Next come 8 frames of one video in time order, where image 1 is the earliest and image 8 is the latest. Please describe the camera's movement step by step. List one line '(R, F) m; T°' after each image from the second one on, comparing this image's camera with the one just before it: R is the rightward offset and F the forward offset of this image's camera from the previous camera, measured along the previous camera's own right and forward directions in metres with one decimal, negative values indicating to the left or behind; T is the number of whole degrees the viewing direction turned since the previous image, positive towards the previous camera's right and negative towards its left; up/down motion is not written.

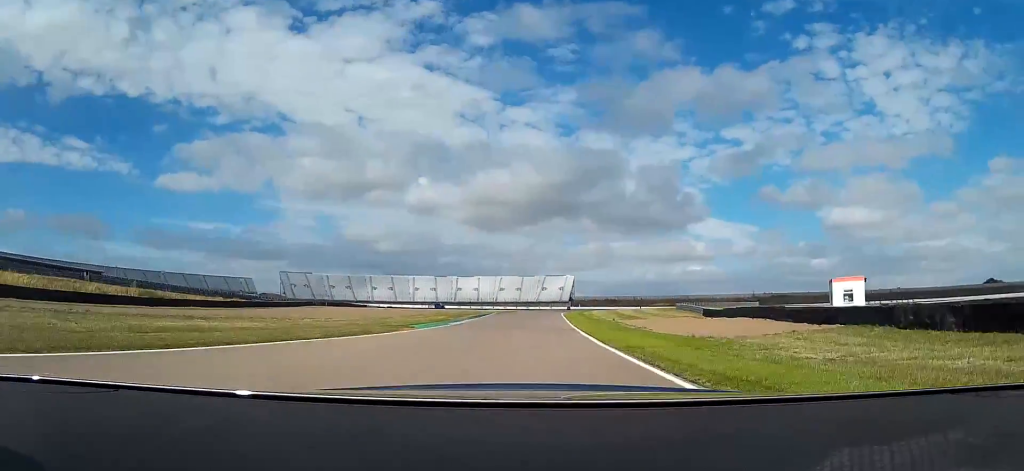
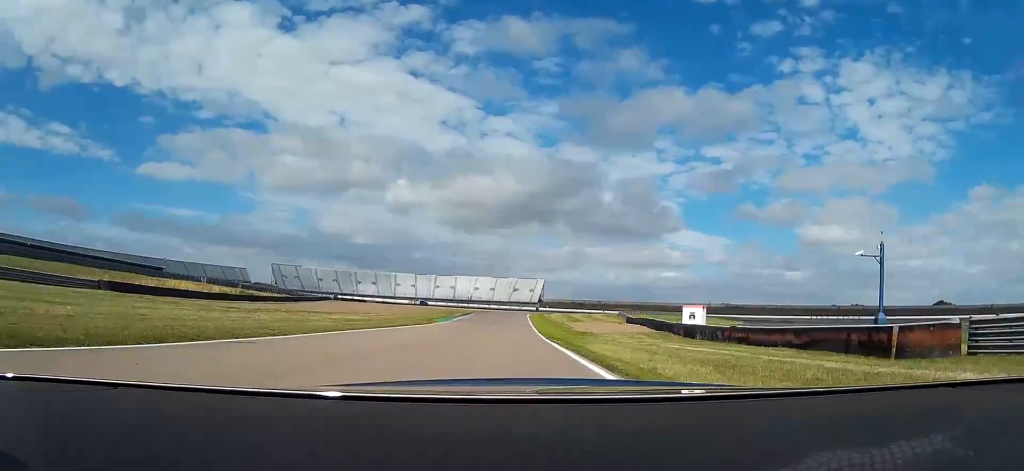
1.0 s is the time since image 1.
(+0.8, +34.6) m; +2°
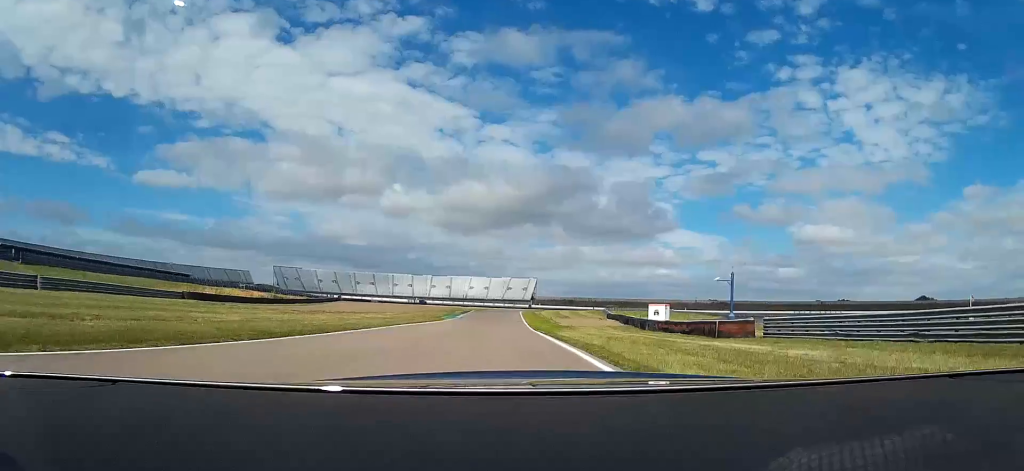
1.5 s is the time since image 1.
(+0.2, +17.3) m; +1°
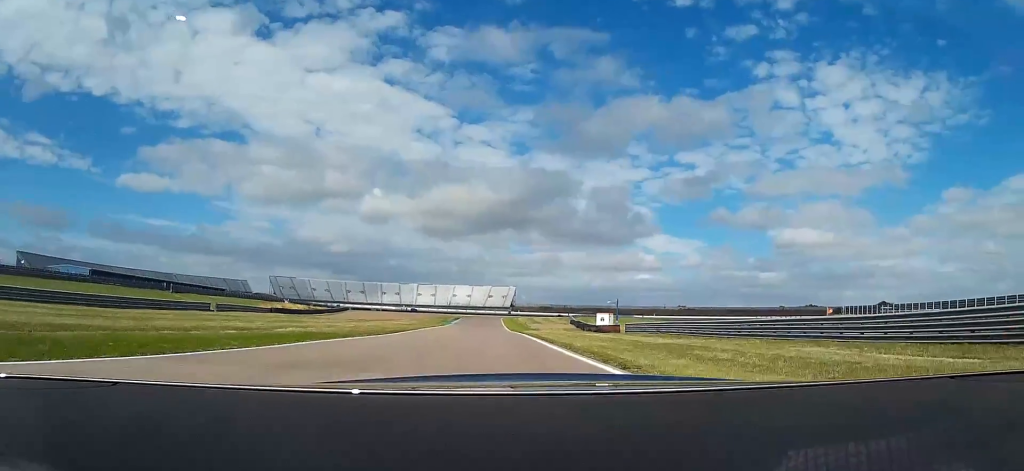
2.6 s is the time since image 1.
(+0.6, +35.7) m; +3°
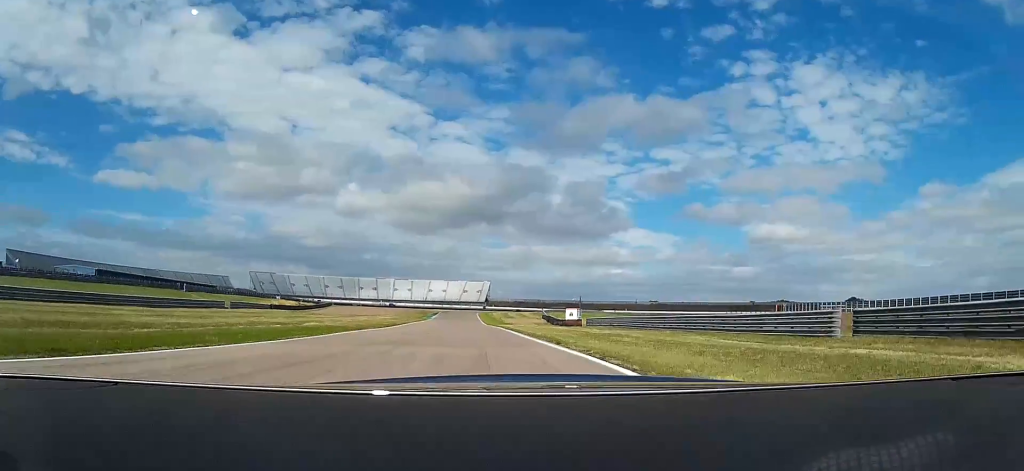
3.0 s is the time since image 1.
(+0.3, +11.7) m; +2°
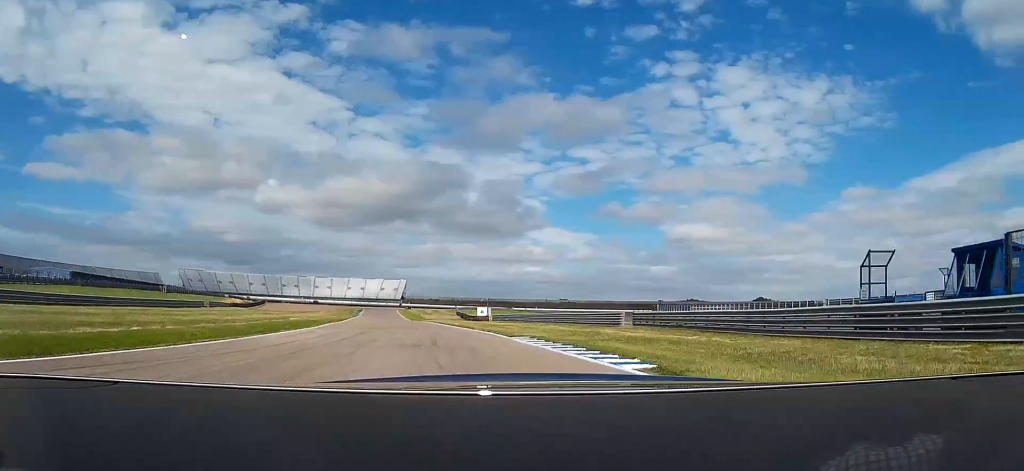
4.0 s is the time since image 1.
(+0.9, +23.2) m; +8°
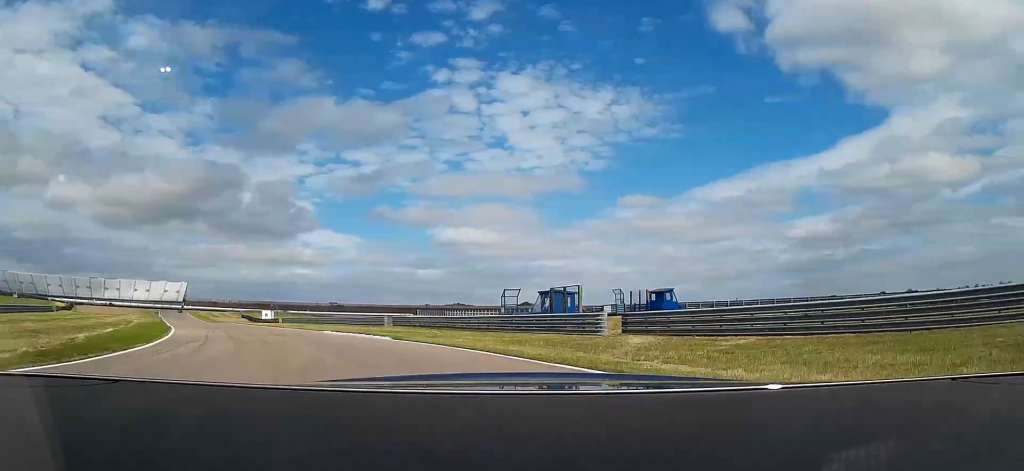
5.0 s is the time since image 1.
(+2.3, +22.0) m; +15°
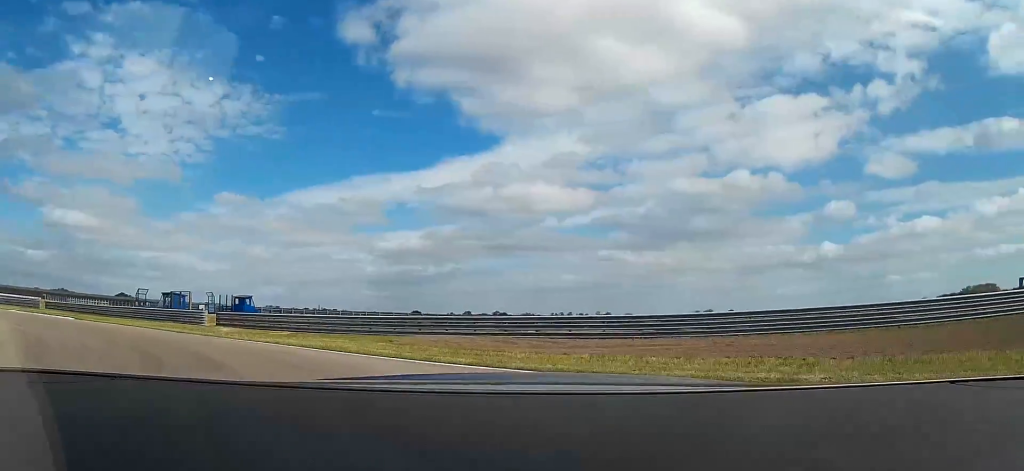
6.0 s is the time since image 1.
(+2.8, +17.7) m; +27°
